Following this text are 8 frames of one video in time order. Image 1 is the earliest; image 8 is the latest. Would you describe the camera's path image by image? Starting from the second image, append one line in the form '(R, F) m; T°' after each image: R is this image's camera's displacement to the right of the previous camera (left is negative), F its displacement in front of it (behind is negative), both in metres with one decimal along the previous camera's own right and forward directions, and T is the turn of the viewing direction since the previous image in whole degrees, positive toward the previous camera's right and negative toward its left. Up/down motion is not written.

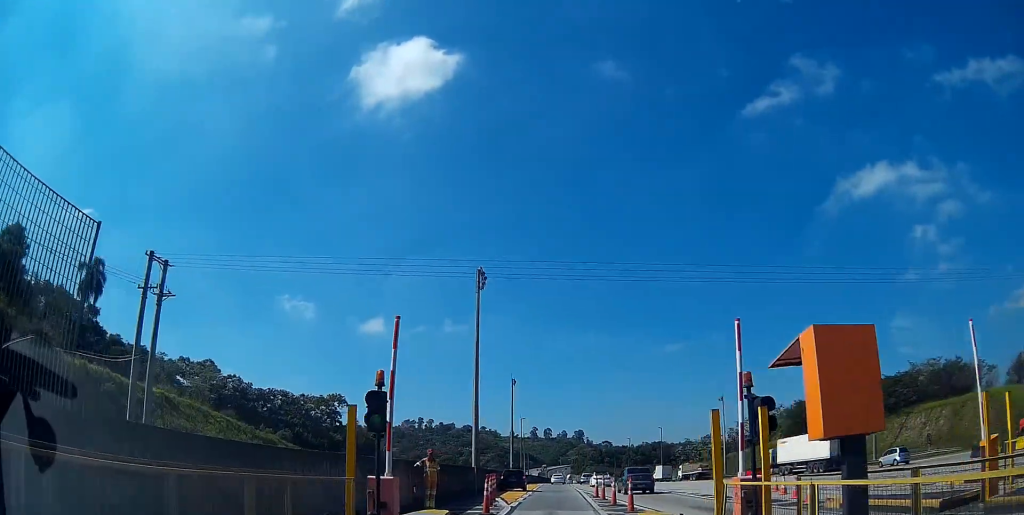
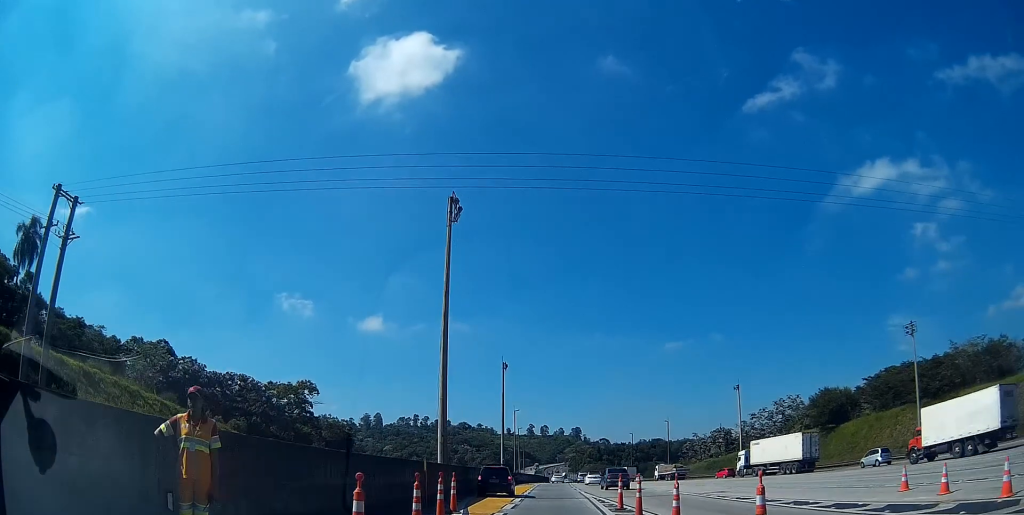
(+0.2, +9.4) m; +1°
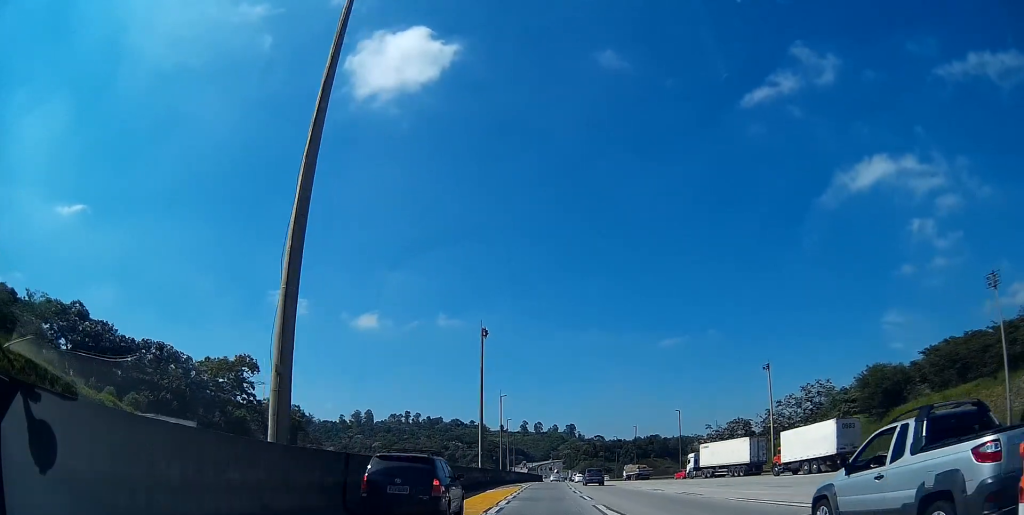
(+0.2, +14.2) m; +2°
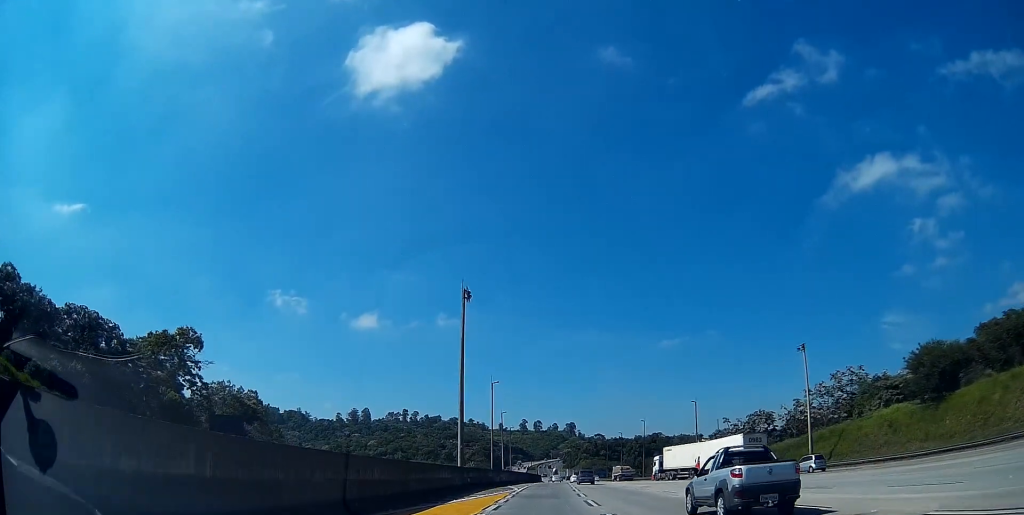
(+0.1, +11.7) m; 0°
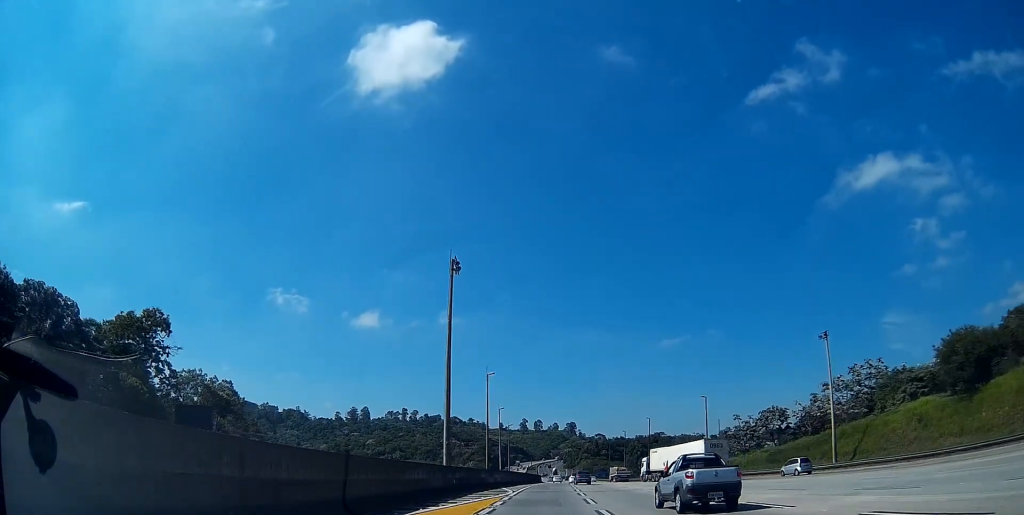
(-0.1, +6.2) m; 0°
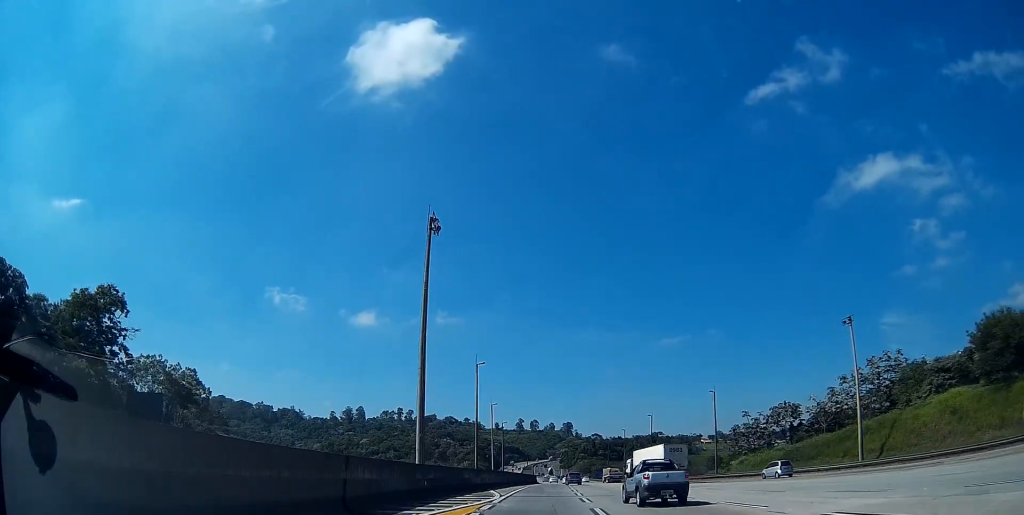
(-0.1, +7.0) m; 0°
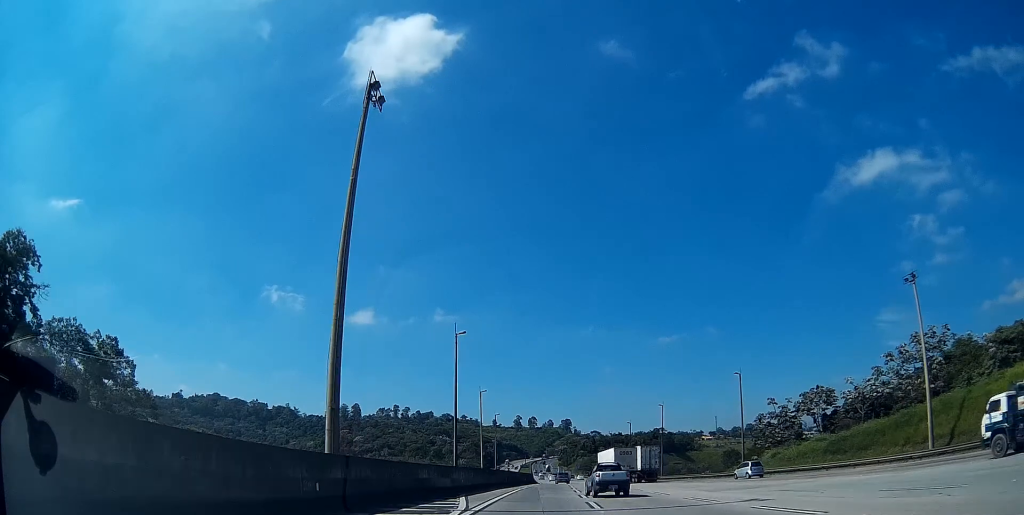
(+0.1, +11.6) m; +1°
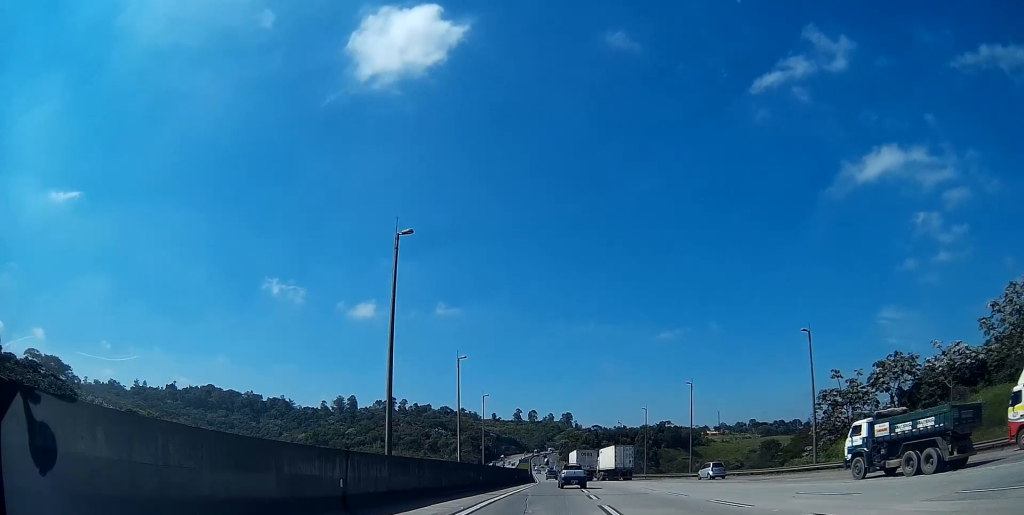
(+0.3, +19.5) m; +1°
